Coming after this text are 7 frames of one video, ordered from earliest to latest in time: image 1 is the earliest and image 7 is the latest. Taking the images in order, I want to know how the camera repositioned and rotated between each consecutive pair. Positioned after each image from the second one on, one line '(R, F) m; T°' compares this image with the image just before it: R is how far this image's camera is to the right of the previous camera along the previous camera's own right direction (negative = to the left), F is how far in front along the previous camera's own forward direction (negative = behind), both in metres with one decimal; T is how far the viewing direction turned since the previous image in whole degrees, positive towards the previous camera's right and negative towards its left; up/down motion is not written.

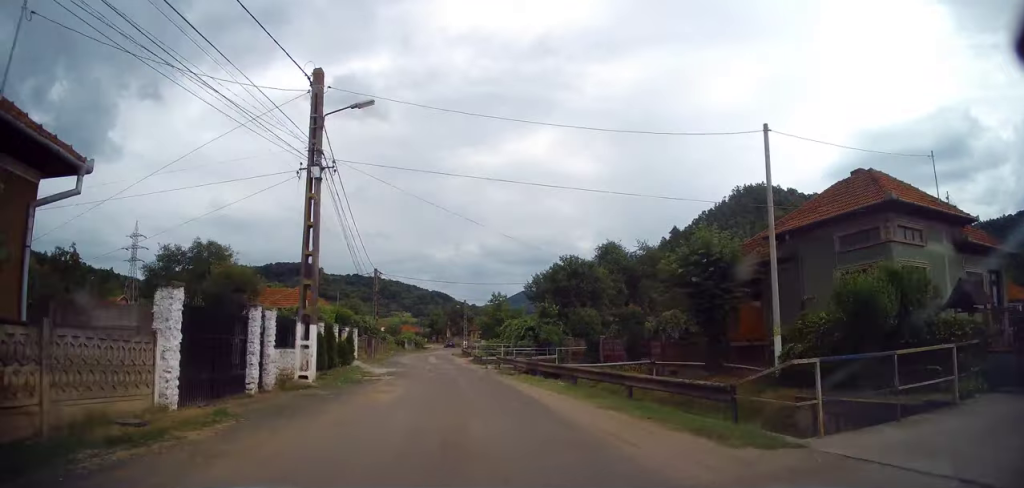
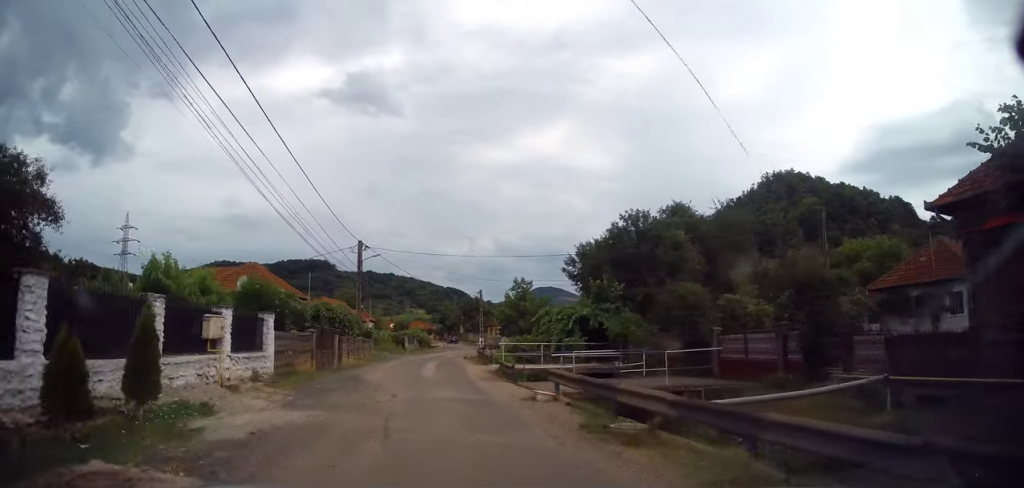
(-0.7, +14.8) m; -3°
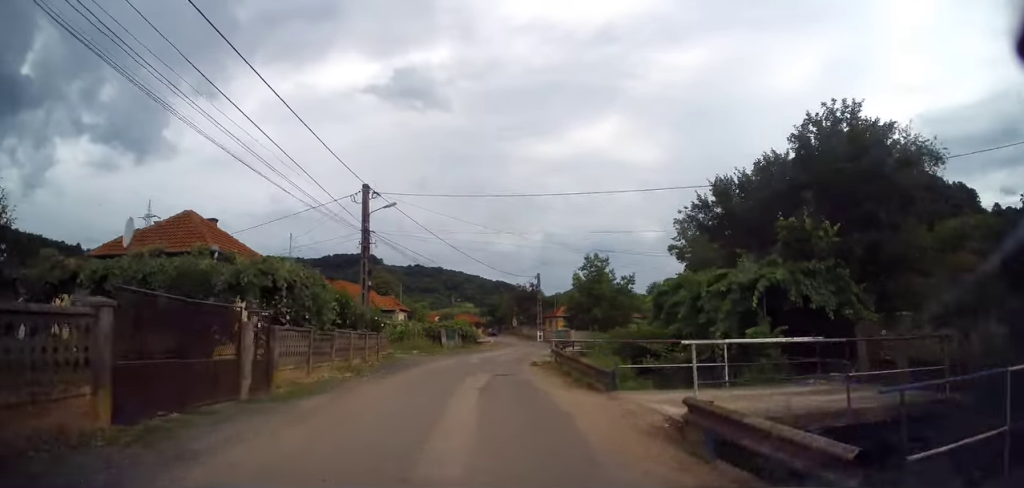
(0.0, +14.2) m; -3°
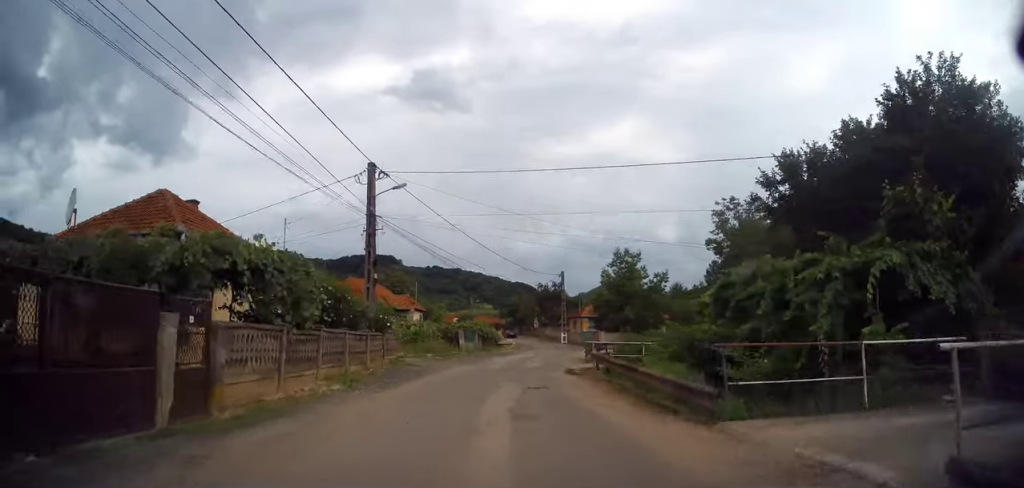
(+0.1, +3.6) m; -2°
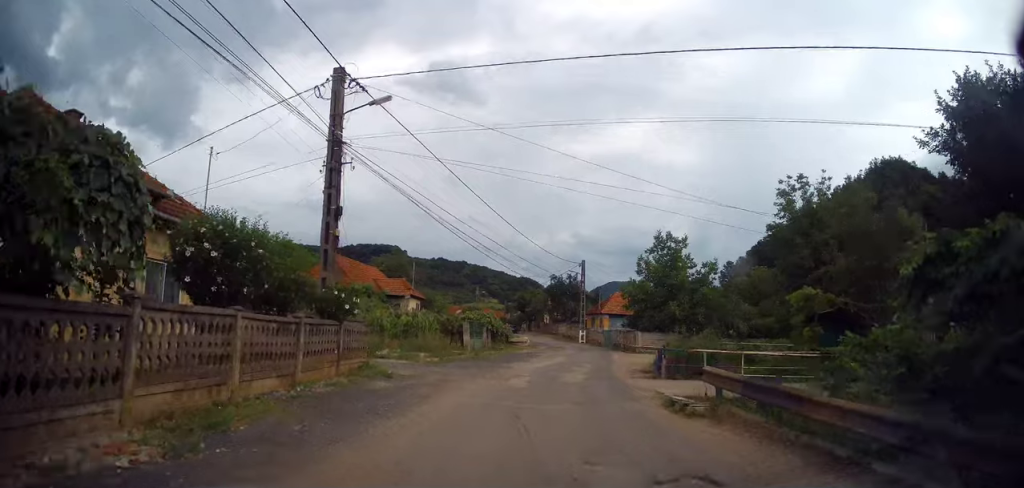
(-0.6, +7.9) m; +2°
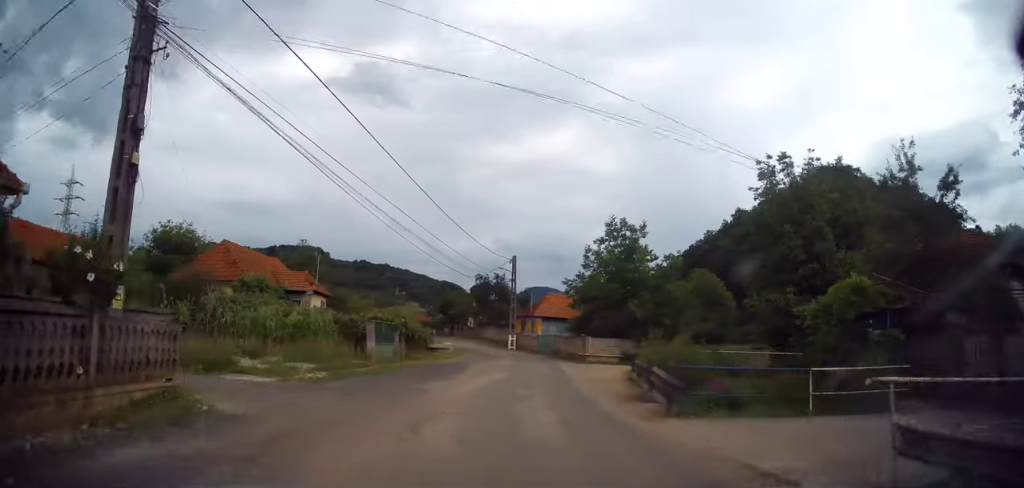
(+0.6, +6.5) m; +7°
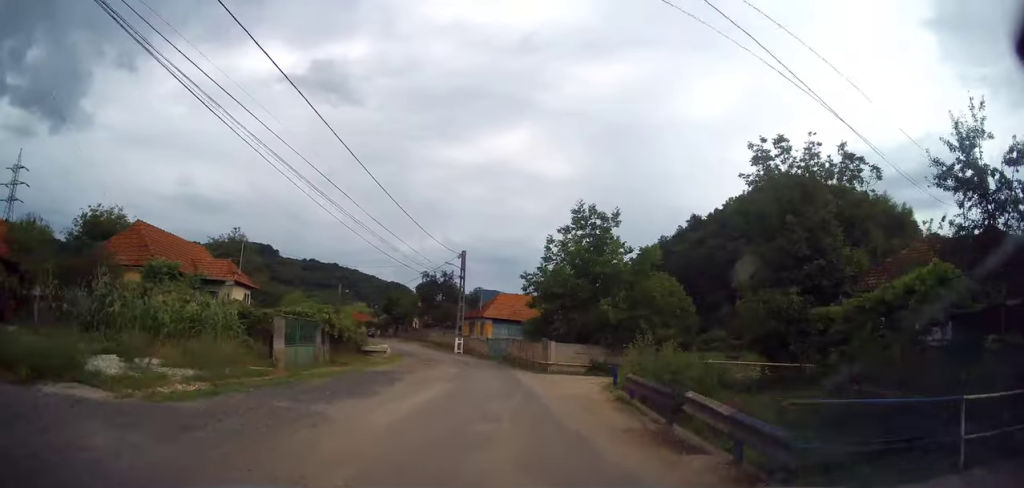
(+0.3, +4.7) m; +3°
